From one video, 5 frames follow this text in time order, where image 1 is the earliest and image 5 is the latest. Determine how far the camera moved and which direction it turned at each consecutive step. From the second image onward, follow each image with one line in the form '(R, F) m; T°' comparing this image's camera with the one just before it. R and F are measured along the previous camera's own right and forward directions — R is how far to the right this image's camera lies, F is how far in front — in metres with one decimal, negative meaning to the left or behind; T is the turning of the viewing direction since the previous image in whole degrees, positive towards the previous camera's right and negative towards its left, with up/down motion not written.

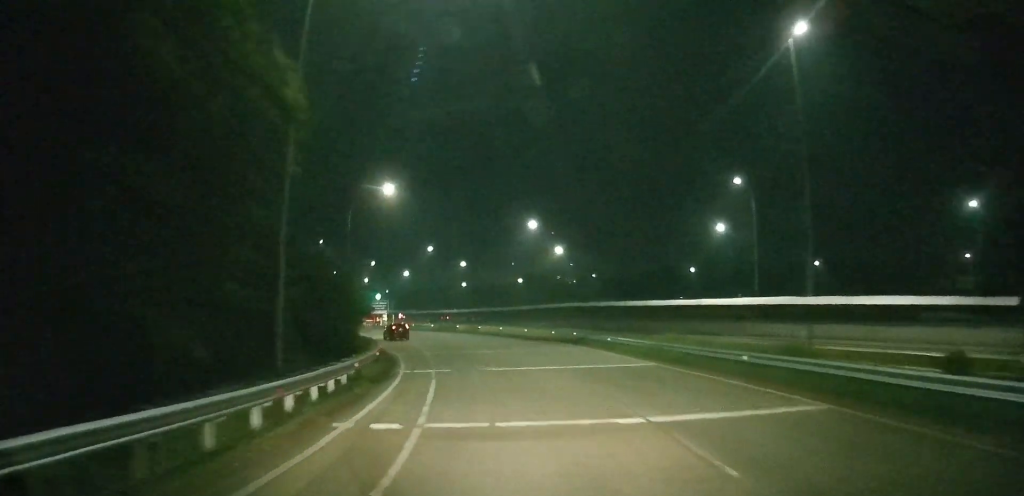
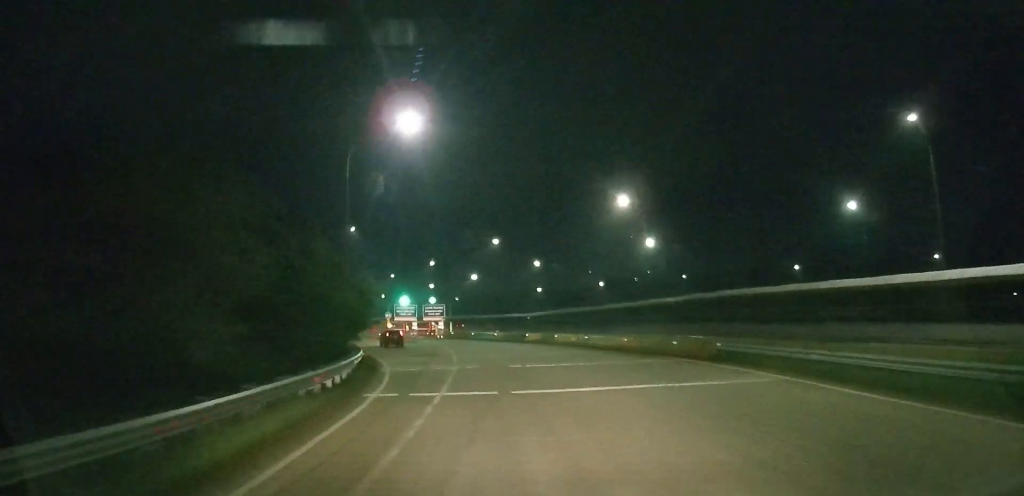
(-2.0, +22.1) m; -9°
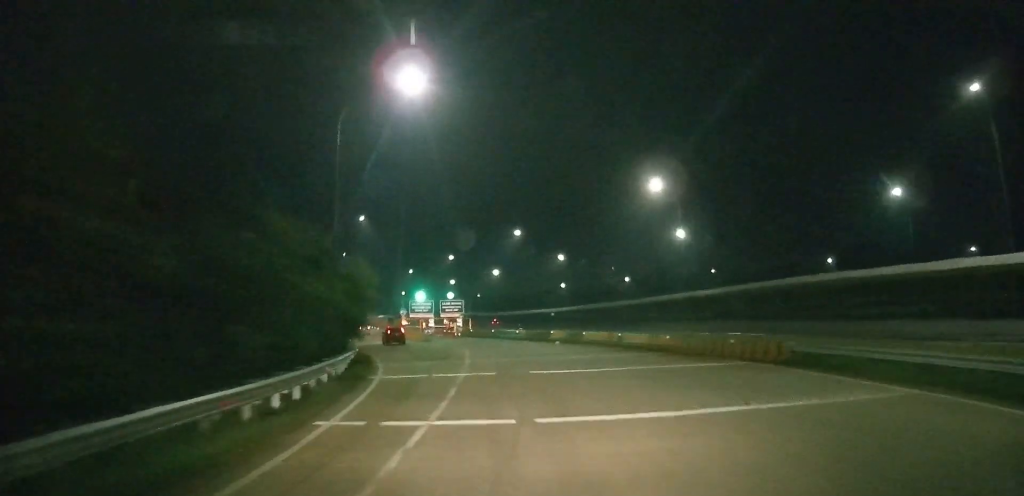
(-0.1, +7.1) m; -2°
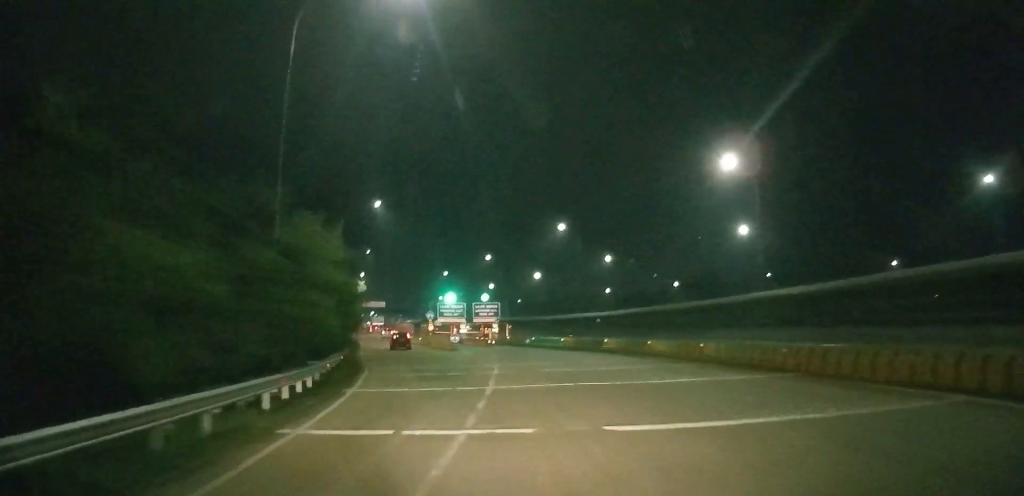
(-0.5, +13.3) m; -4°
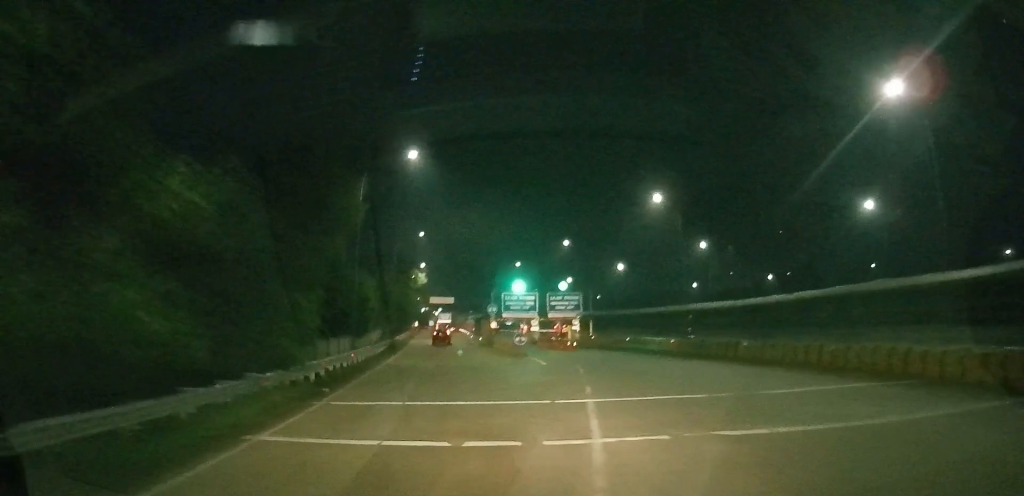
(-1.0, +21.1) m; -6°
